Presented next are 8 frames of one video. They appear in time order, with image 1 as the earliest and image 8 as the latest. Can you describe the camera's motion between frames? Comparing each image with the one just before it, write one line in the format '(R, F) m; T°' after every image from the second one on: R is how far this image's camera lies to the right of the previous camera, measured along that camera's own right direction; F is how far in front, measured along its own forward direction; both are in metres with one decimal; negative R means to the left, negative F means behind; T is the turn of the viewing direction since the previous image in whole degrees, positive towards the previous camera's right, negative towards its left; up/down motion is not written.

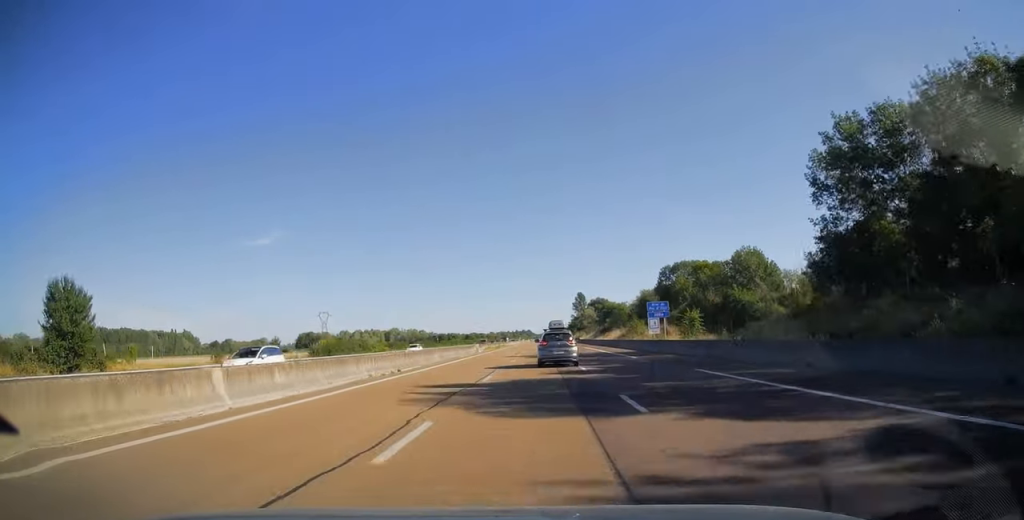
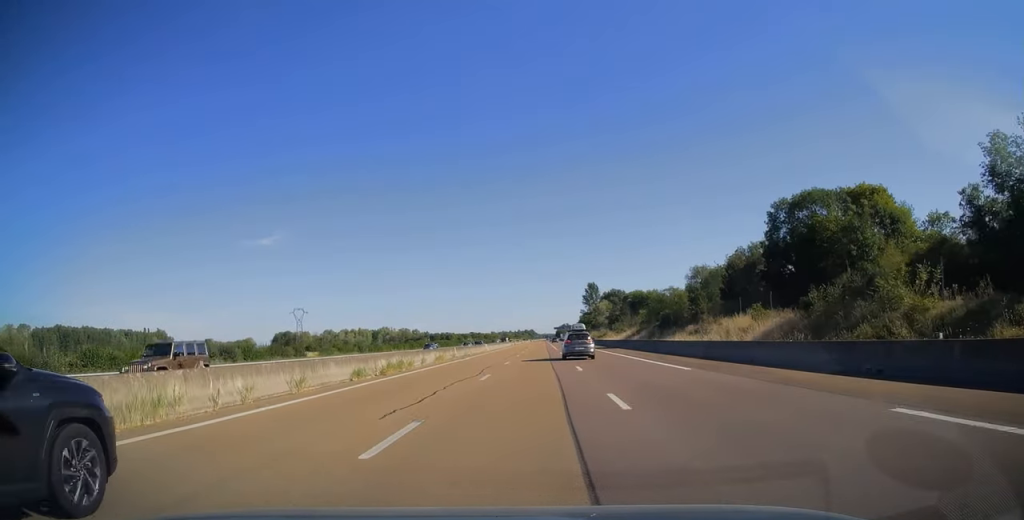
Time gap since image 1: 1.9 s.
(0.0, +64.7) m; 0°
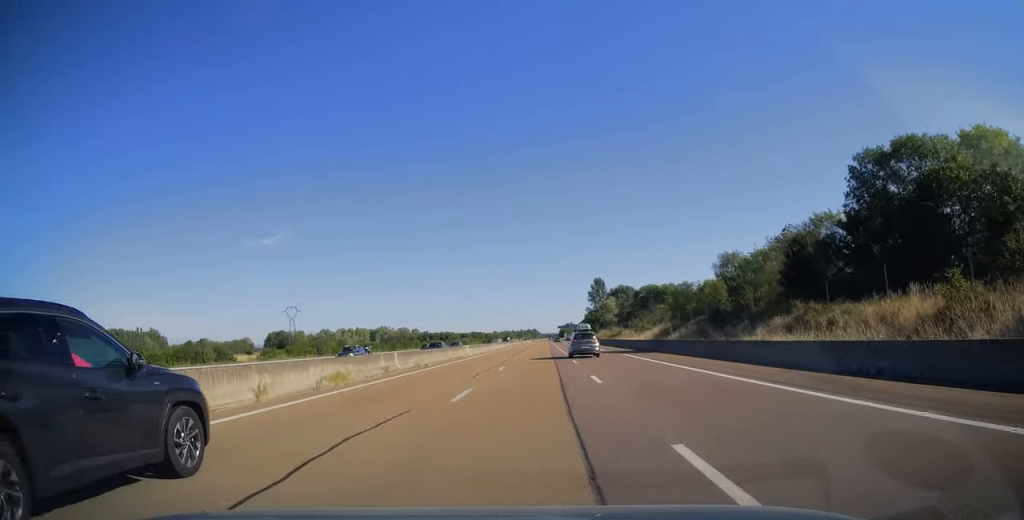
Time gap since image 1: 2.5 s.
(0.0, +19.7) m; 0°
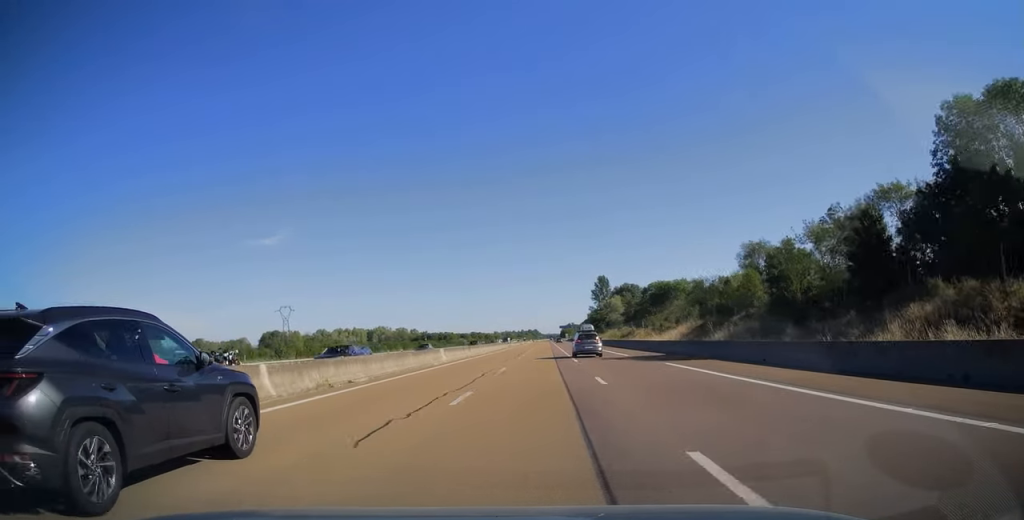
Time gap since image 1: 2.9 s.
(0.0, +13.5) m; 0°
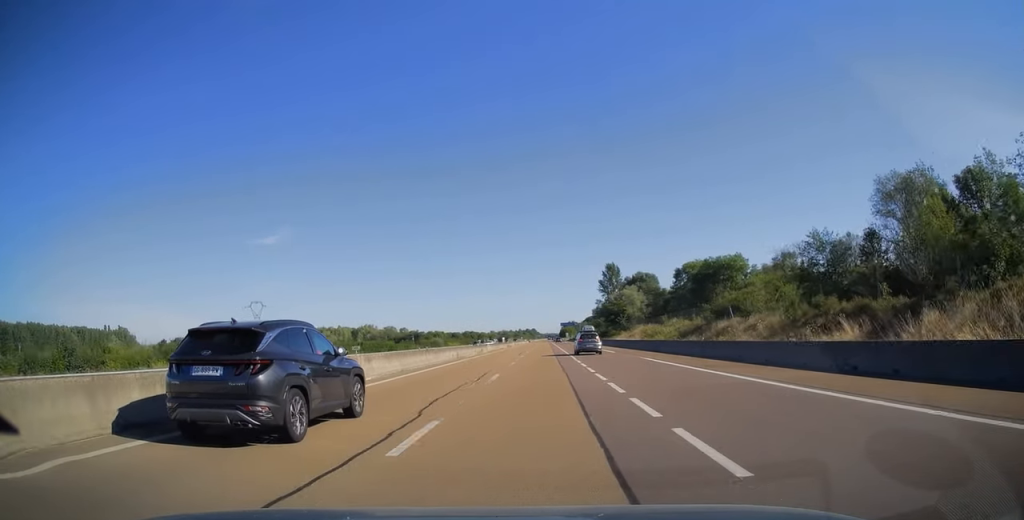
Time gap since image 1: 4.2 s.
(-0.2, +44.3) m; 0°
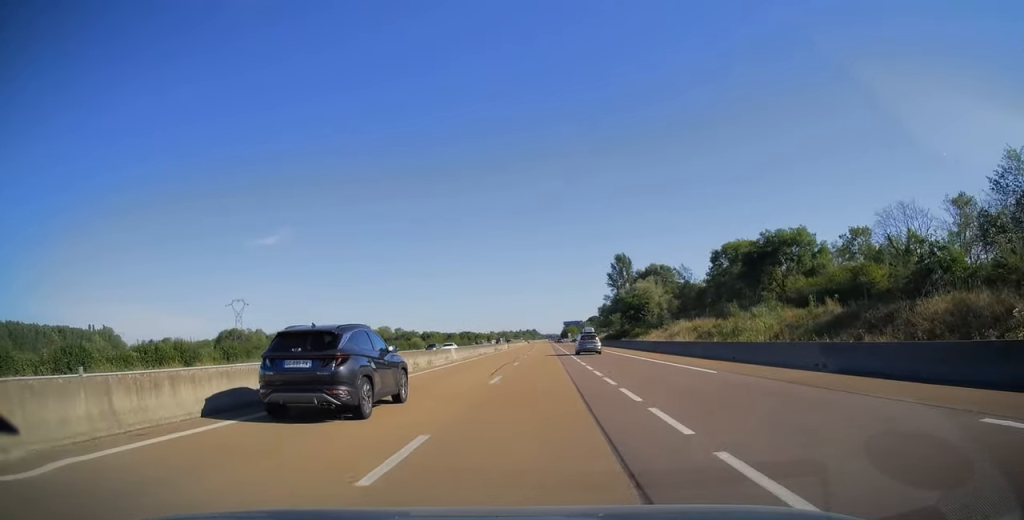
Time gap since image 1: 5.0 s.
(0.0, +27.5) m; 0°
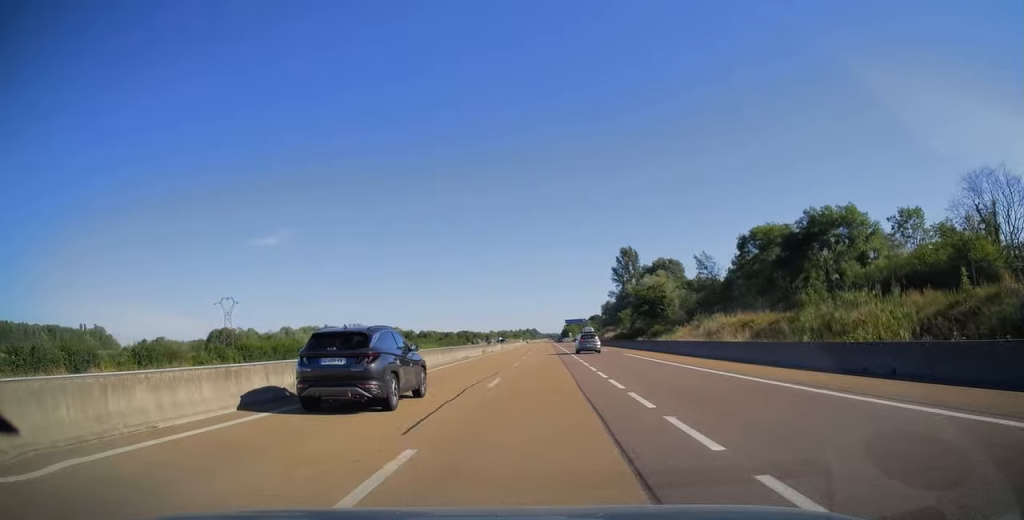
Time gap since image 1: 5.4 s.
(0.0, +14.1) m; 0°
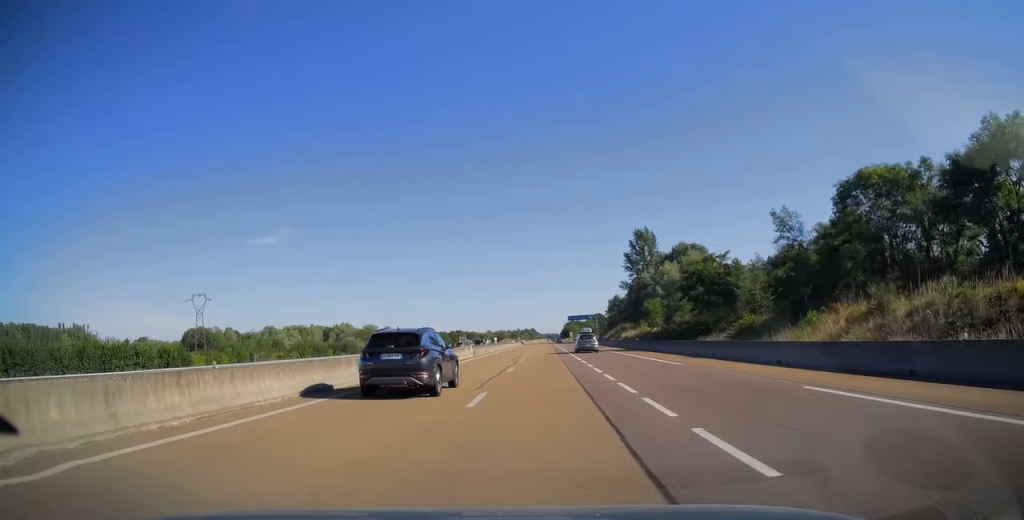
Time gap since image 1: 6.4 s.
(0.0, +31.5) m; 0°
